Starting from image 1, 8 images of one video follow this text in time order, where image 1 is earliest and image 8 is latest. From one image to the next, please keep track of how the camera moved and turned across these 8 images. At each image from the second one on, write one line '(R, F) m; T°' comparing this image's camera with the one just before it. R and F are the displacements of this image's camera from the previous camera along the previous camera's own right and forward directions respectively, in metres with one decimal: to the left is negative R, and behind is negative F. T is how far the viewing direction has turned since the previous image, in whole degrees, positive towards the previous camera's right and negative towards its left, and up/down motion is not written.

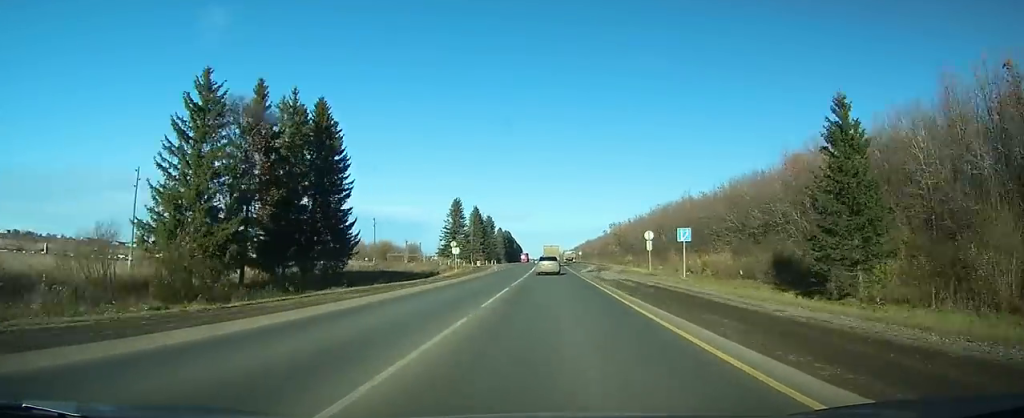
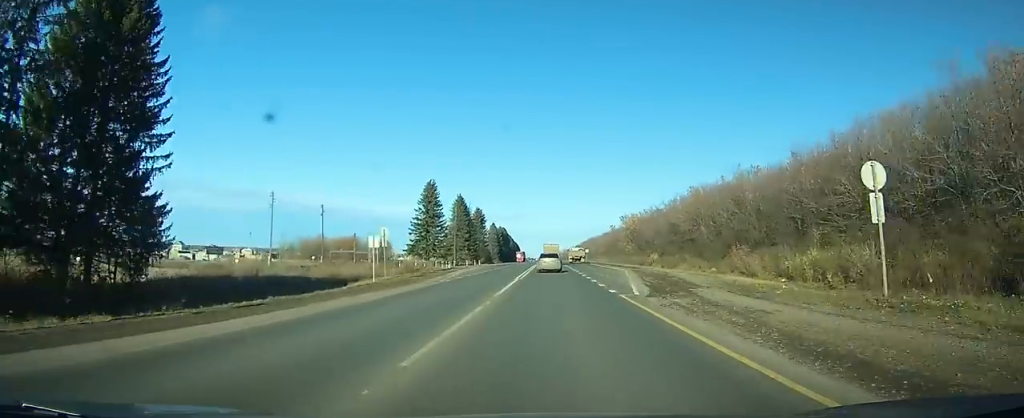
(-0.1, +32.7) m; 0°
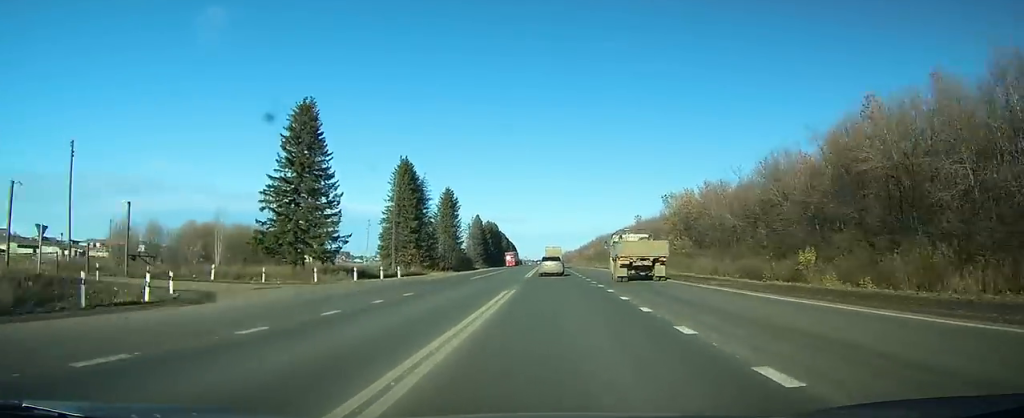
(+0.1, +63.2) m; 0°
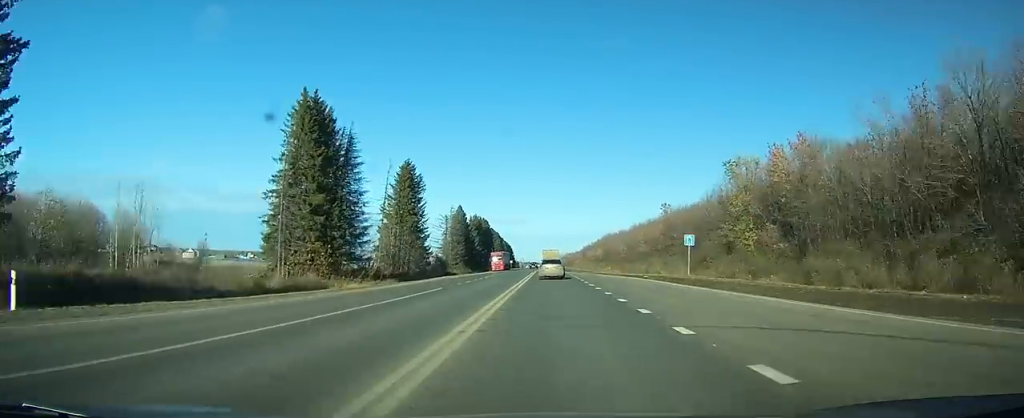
(0.0, +40.3) m; 0°
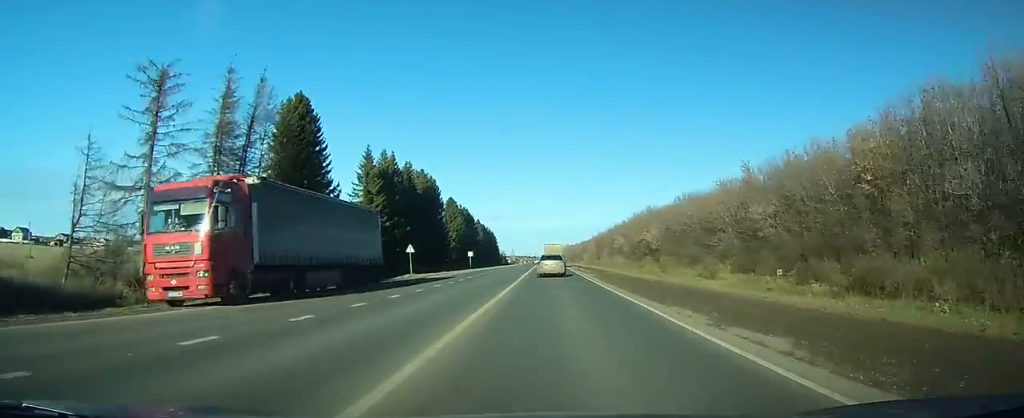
(-0.3, +106.7) m; 0°
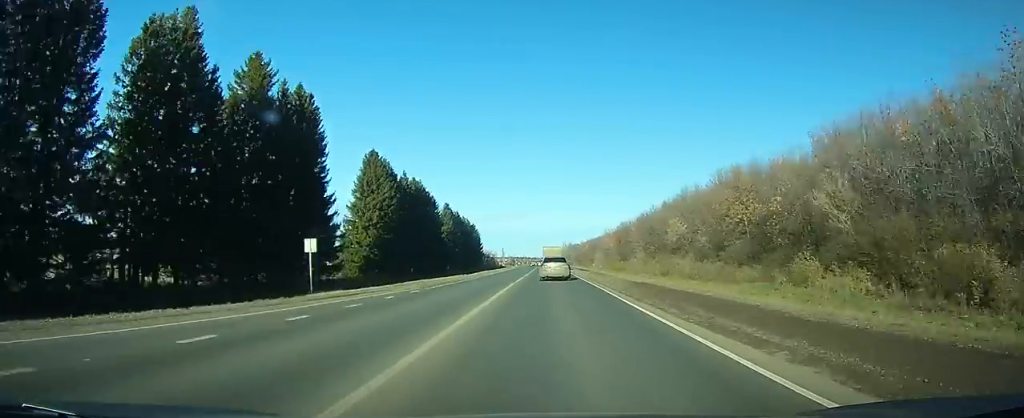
(+0.1, +68.2) m; 0°
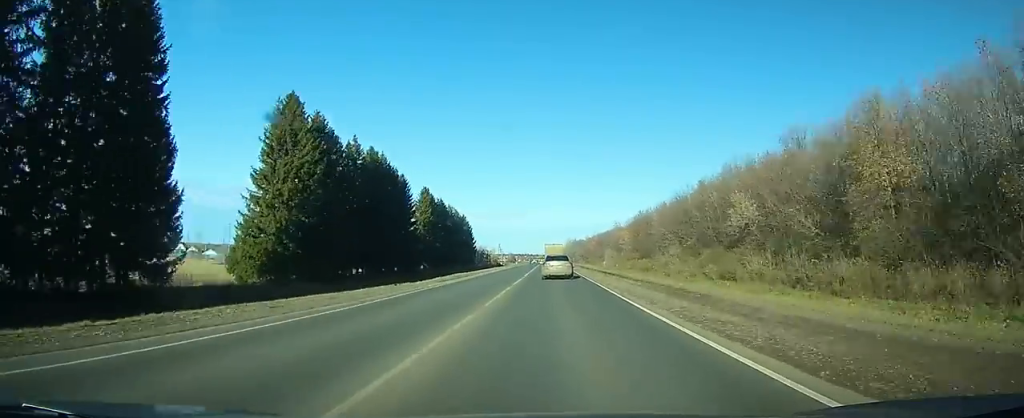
(-0.1, +29.1) m; 0°
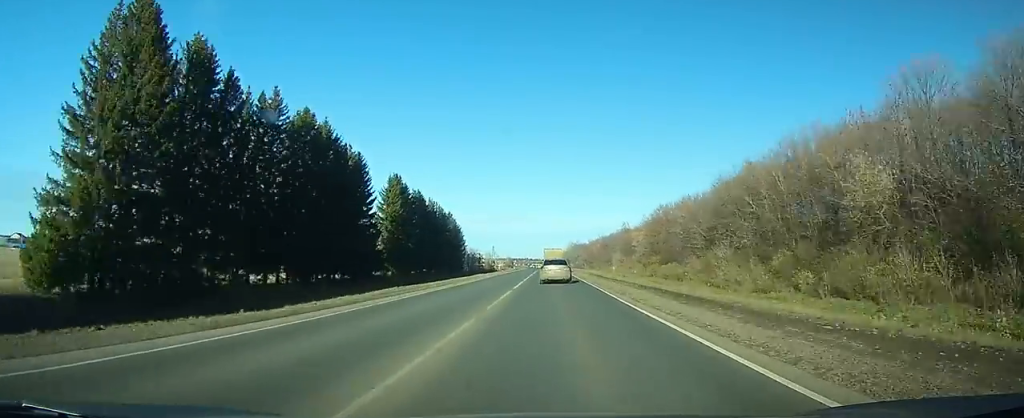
(0.0, +24.2) m; 0°
